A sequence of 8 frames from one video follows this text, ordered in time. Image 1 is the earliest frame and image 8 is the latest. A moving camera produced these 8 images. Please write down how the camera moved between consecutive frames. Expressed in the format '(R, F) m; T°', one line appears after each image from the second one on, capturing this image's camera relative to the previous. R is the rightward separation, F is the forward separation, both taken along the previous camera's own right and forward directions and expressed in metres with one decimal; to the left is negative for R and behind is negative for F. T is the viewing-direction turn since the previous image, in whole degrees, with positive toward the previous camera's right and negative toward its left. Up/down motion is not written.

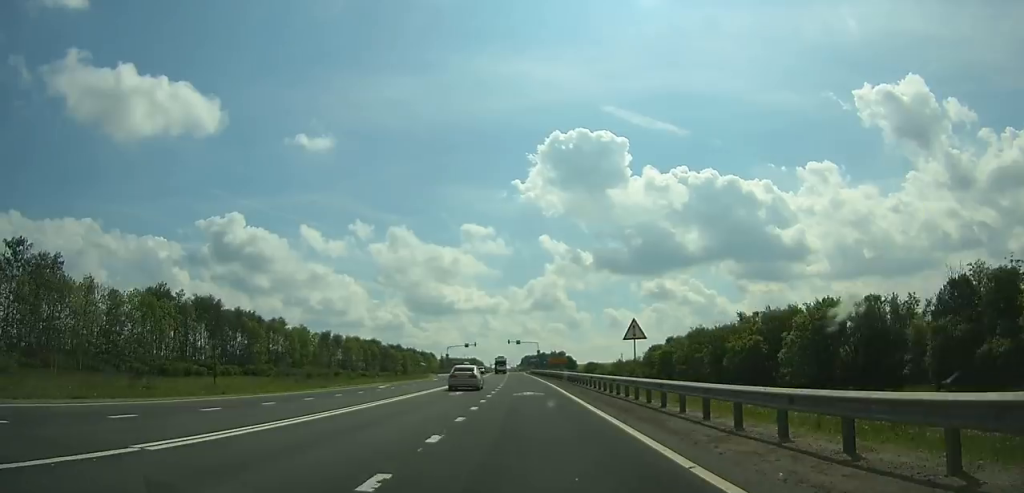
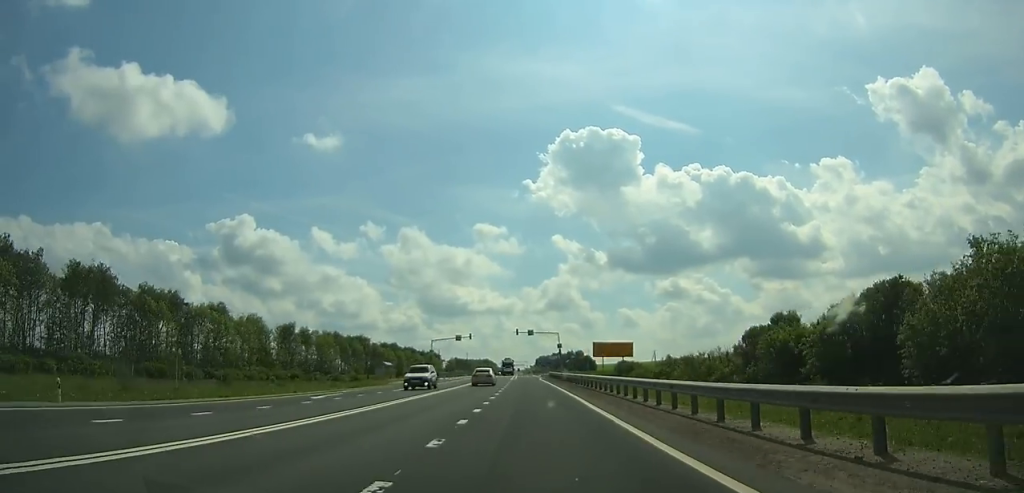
(-0.4, +43.2) m; -1°
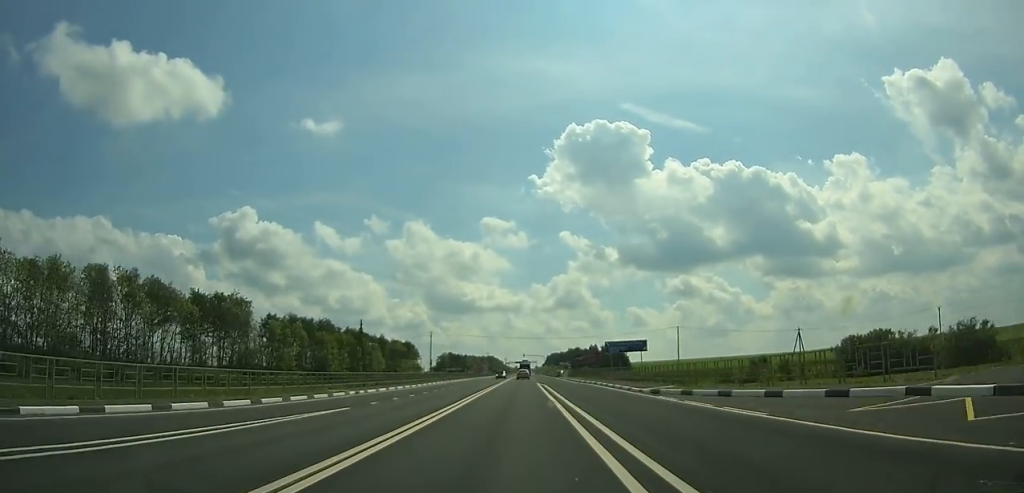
(-3.2, +118.6) m; -1°
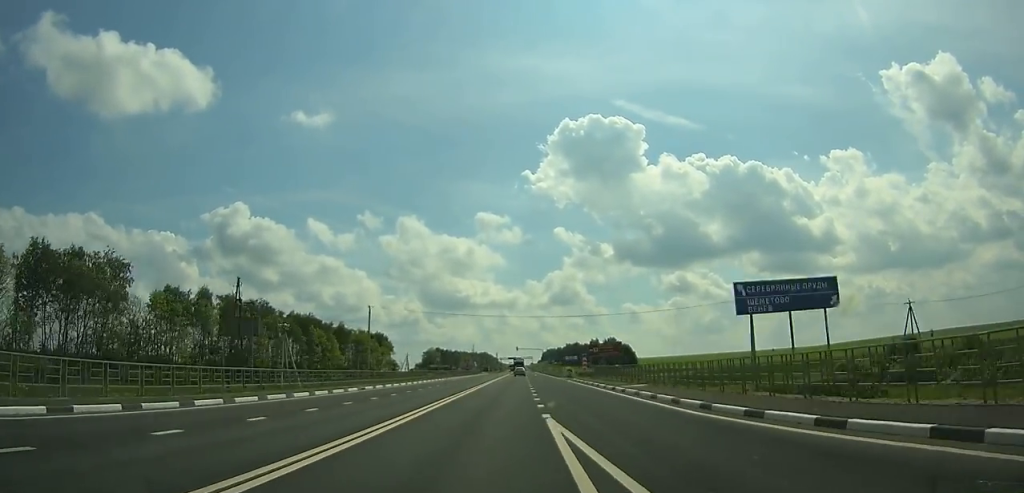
(+0.6, +40.4) m; 0°
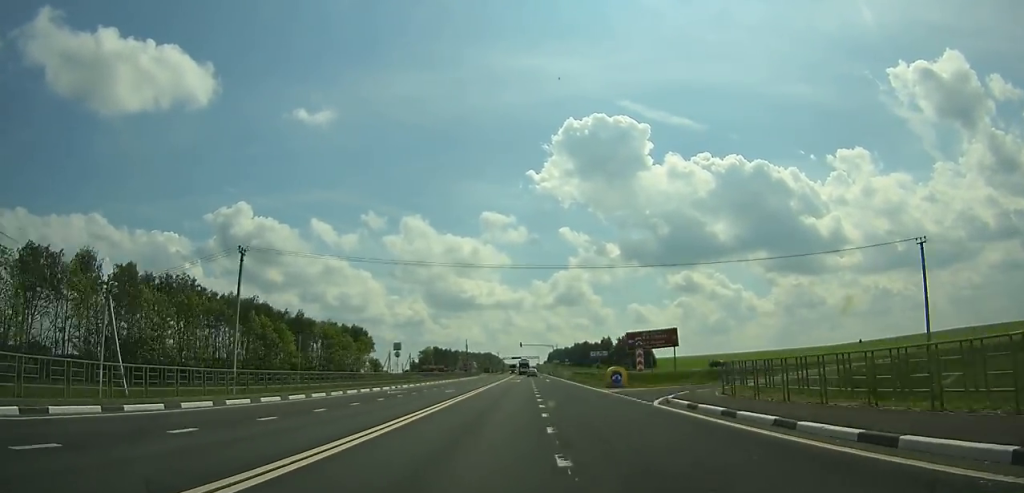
(+0.3, +33.7) m; 0°
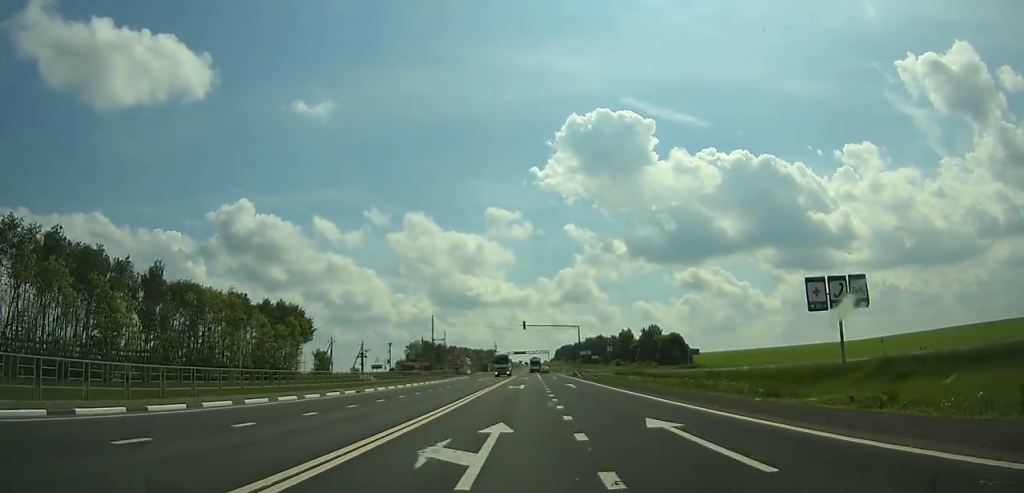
(-0.3, +56.9) m; 0°
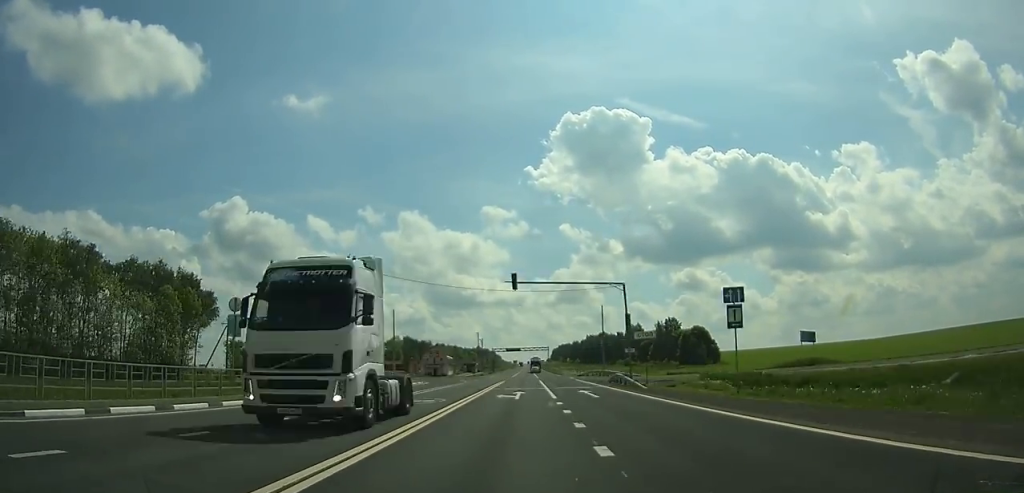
(-0.1, +41.8) m; 0°
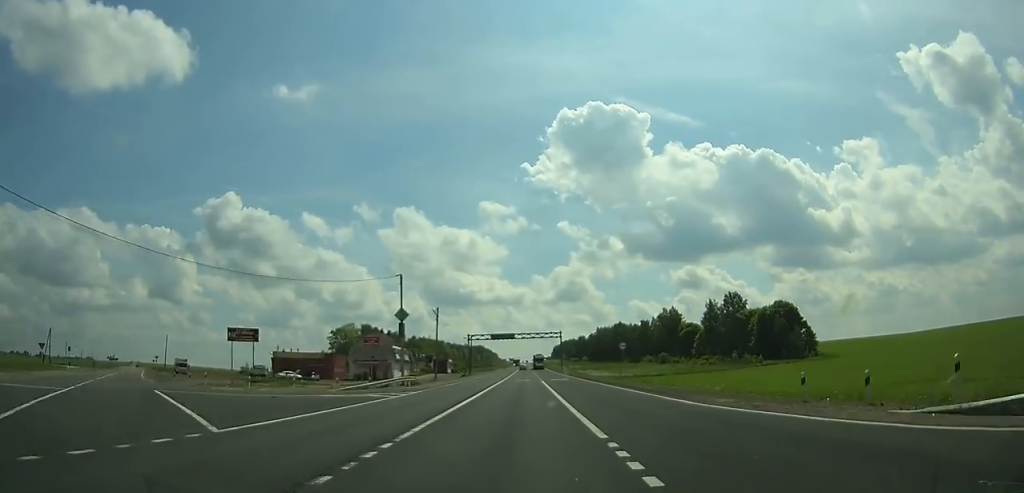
(+0.1, +73.8) m; 0°
